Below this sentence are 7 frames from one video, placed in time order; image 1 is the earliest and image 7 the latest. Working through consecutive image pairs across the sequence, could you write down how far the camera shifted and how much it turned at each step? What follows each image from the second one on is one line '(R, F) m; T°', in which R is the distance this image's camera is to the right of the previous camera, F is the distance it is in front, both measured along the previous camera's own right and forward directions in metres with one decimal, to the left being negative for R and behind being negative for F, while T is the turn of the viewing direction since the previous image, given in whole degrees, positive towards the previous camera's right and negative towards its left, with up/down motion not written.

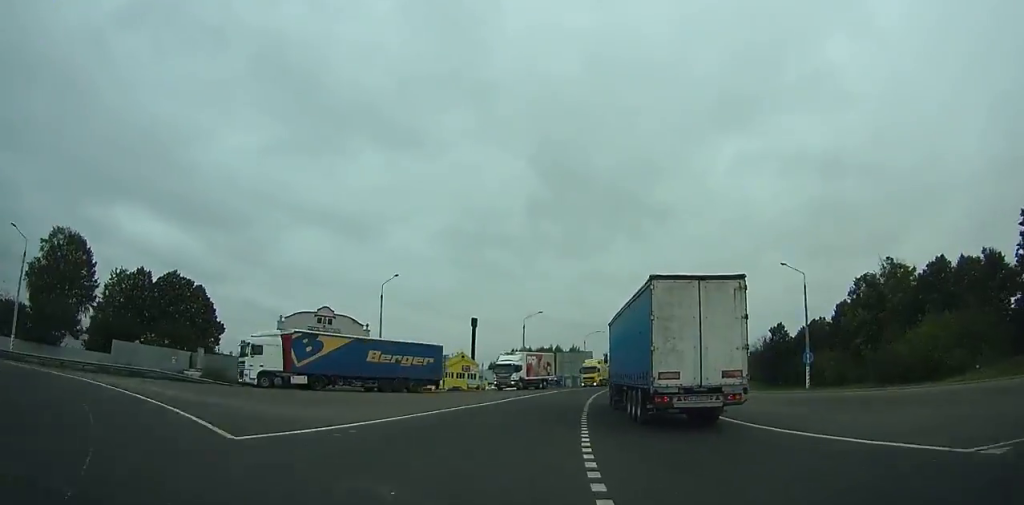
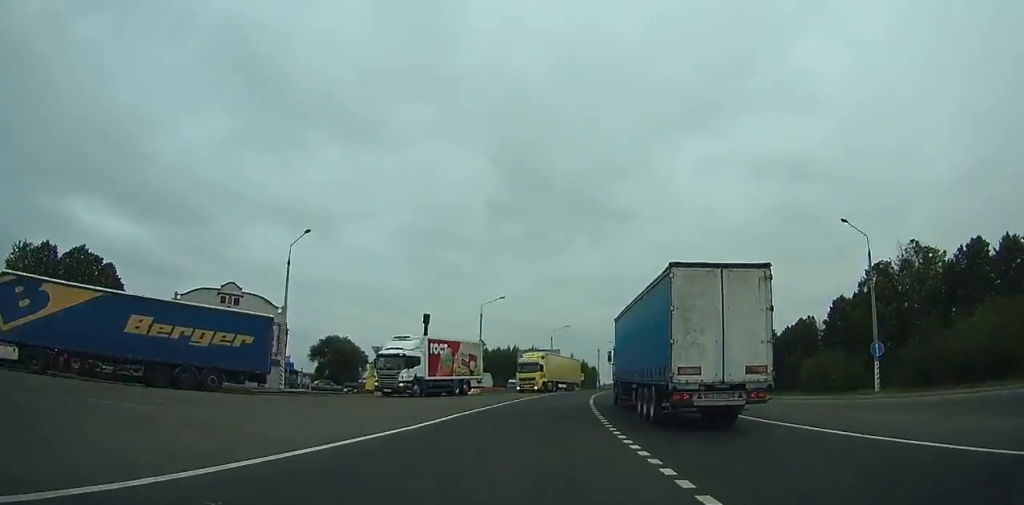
(-1.3, +13.6) m; -3°
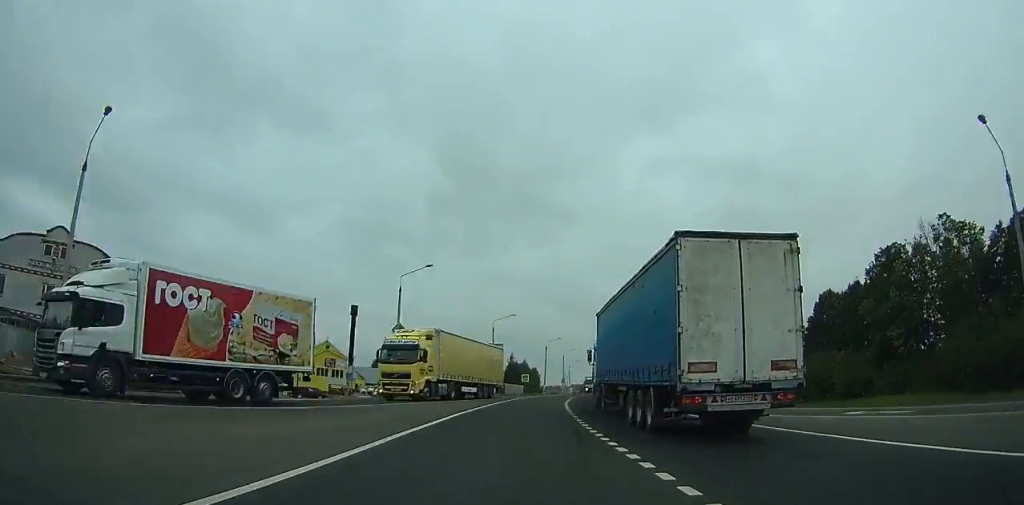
(+0.6, +16.0) m; +3°
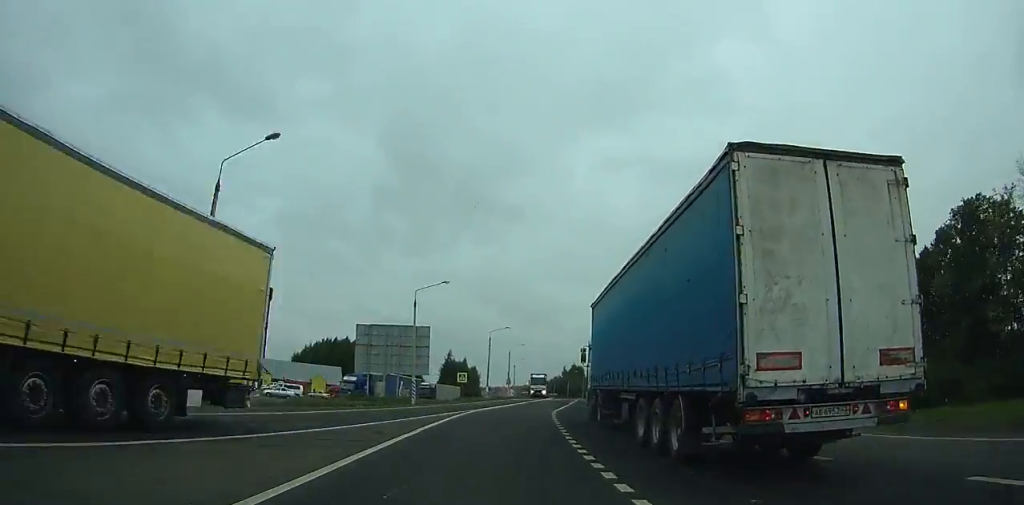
(-0.2, +22.4) m; +5°
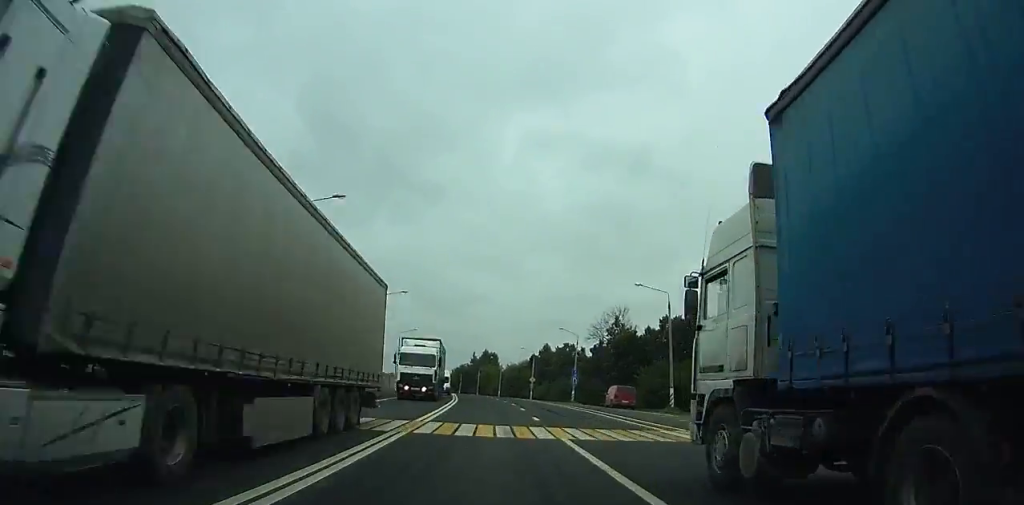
(+5.3, +52.4) m; +9°
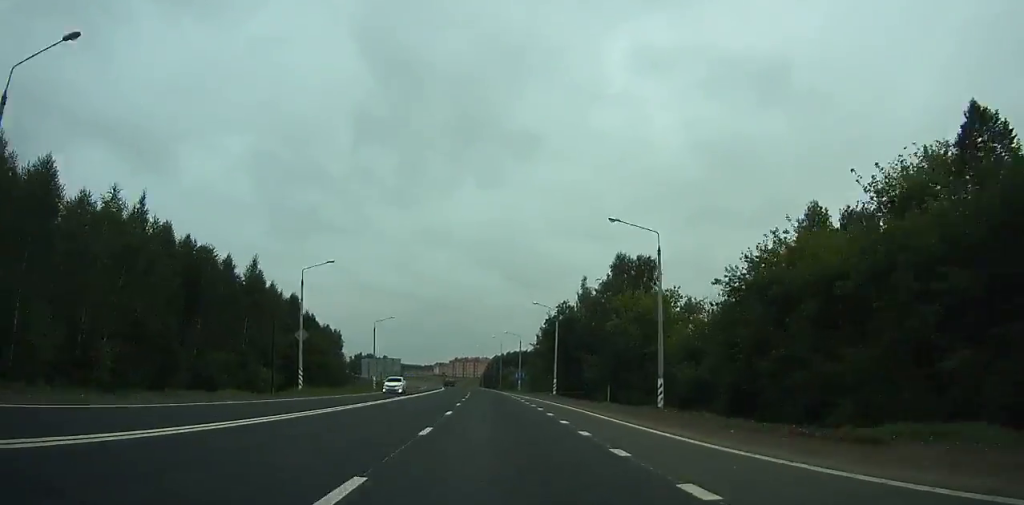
(+0.4, +147.3) m; -5°
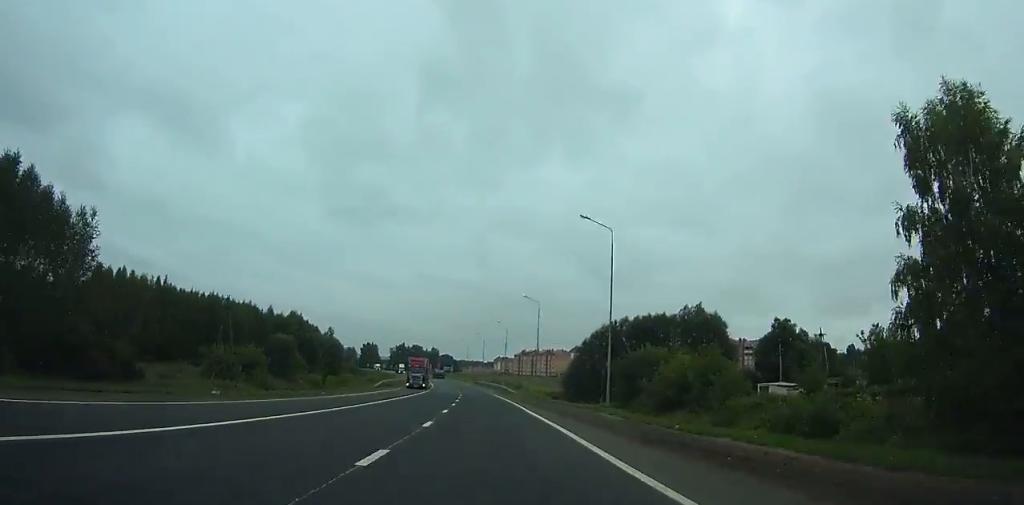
(-7.1, +133.4) m; -6°
